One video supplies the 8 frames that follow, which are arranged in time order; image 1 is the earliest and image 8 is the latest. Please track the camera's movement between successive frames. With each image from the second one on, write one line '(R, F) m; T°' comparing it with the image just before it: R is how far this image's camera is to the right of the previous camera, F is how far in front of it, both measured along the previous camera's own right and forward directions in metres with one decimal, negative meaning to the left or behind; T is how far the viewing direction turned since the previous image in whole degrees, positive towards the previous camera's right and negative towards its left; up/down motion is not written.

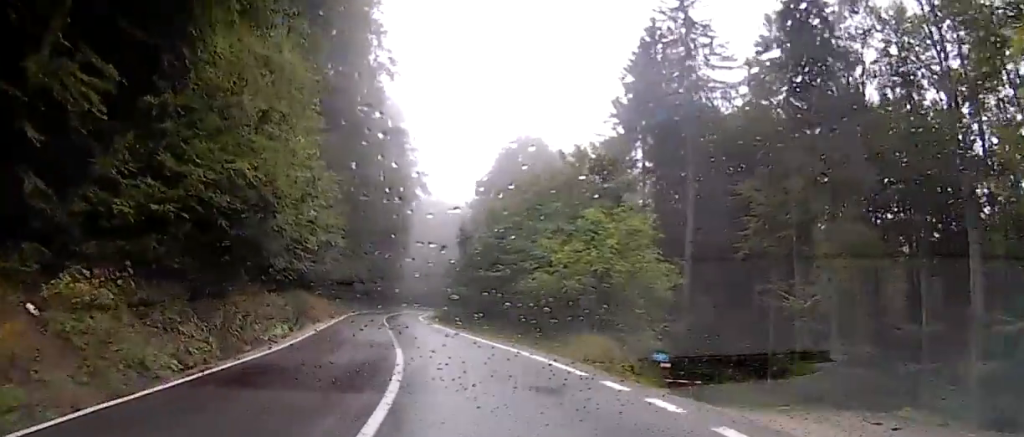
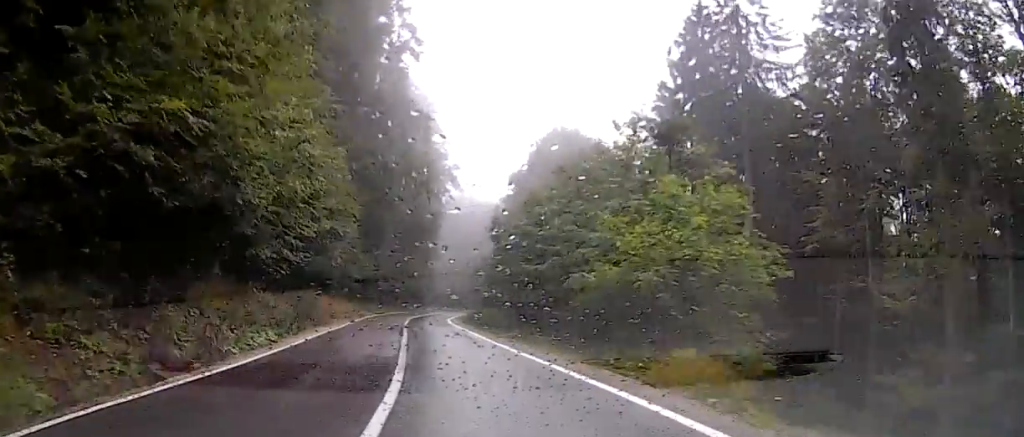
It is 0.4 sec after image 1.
(+0.5, +5.9) m; -2°
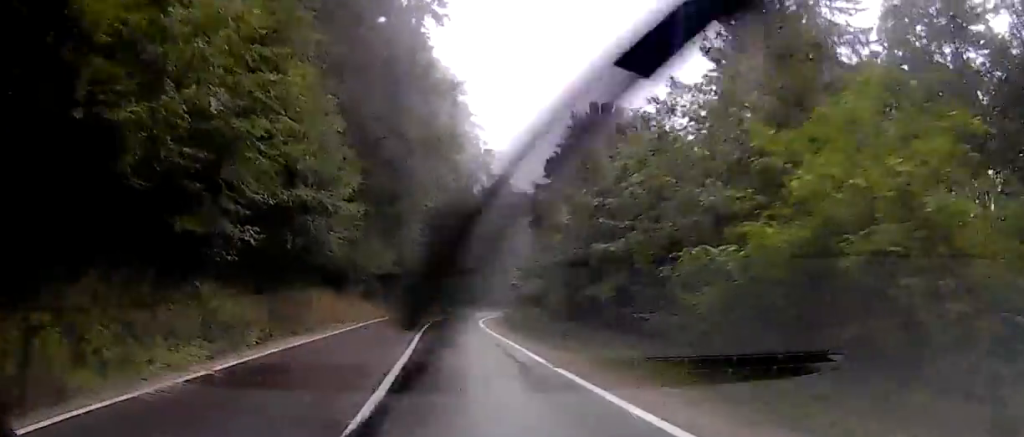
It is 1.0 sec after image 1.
(-0.2, +8.3) m; -5°
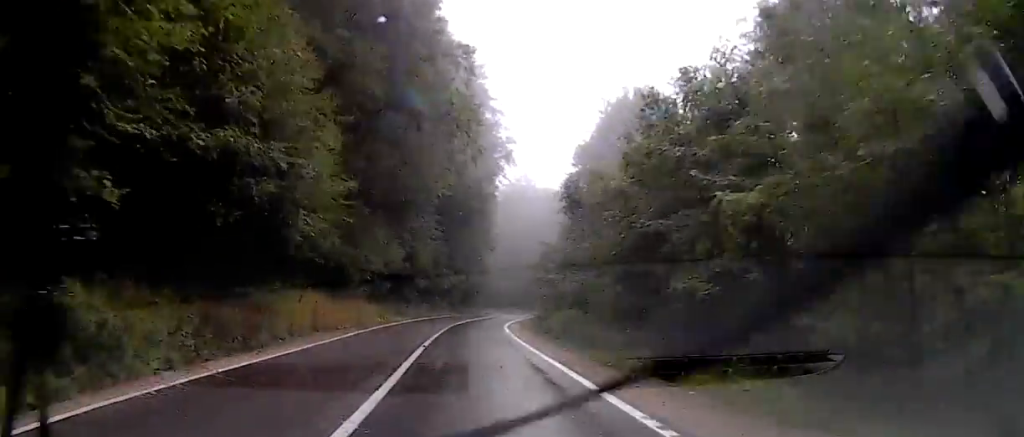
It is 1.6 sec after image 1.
(-0.5, +7.5) m; -6°
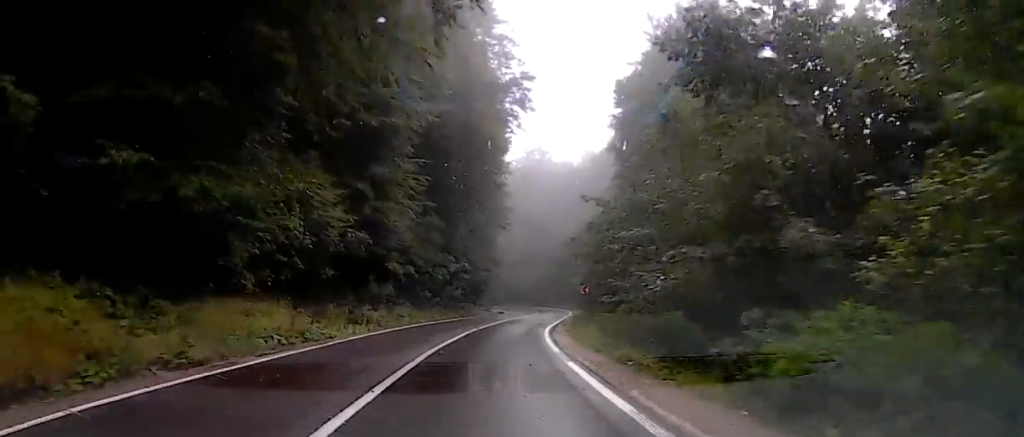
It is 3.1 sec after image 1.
(-0.4, +21.6) m; +3°
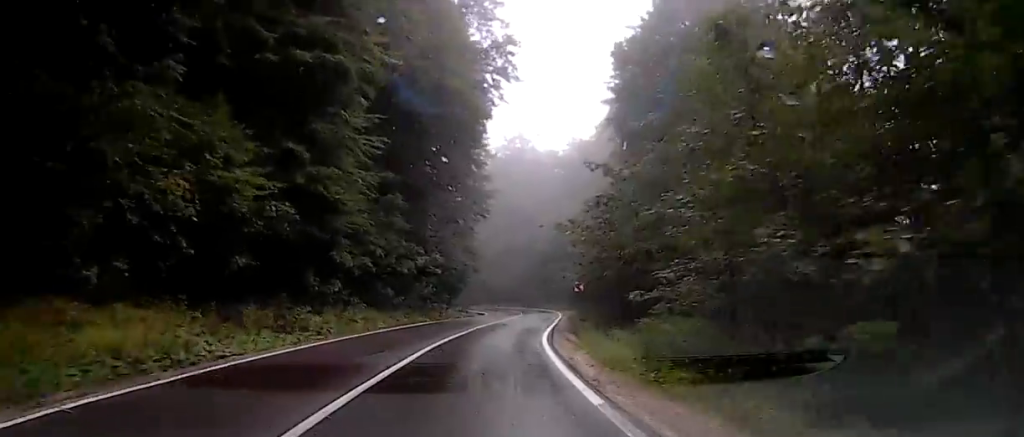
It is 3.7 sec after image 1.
(+0.8, +8.0) m; +2°
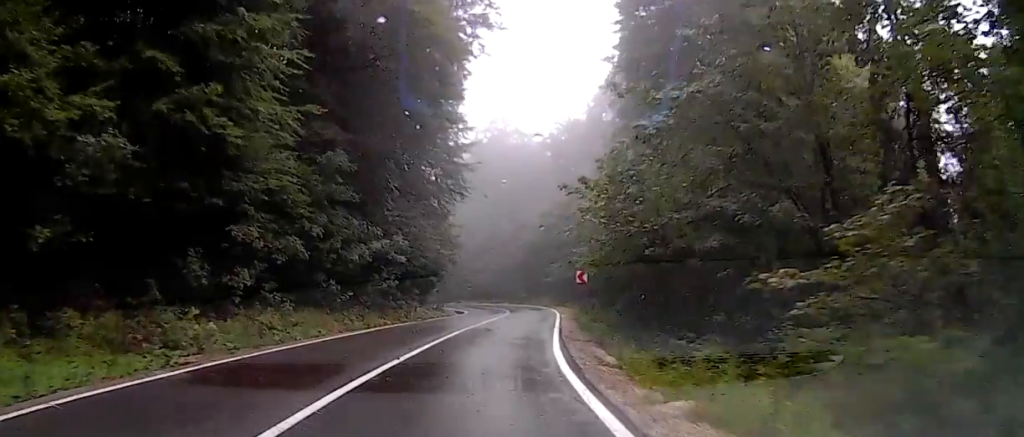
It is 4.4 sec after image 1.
(-0.5, +9.8) m; +3°
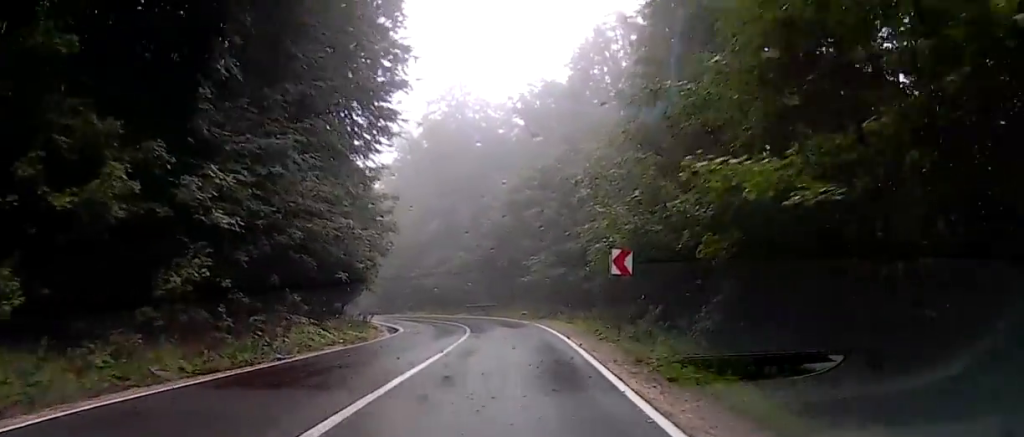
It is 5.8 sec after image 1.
(+1.6, +18.9) m; +5°
